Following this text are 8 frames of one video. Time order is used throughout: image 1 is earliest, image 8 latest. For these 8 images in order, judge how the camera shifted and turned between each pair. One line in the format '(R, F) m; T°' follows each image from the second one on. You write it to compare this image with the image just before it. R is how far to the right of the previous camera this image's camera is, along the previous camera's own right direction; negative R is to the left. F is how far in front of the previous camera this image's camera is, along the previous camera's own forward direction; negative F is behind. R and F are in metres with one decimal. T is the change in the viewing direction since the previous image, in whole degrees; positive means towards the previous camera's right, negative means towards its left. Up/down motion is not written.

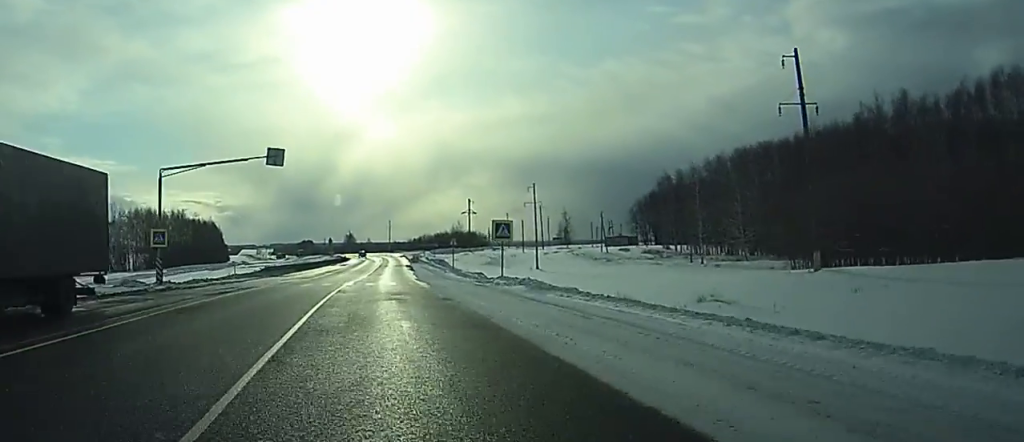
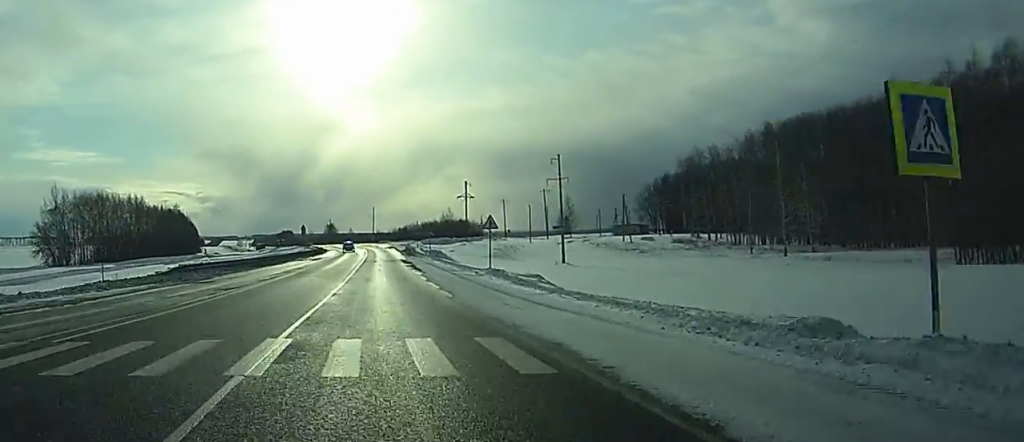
(+0.9, +31.7) m; +2°
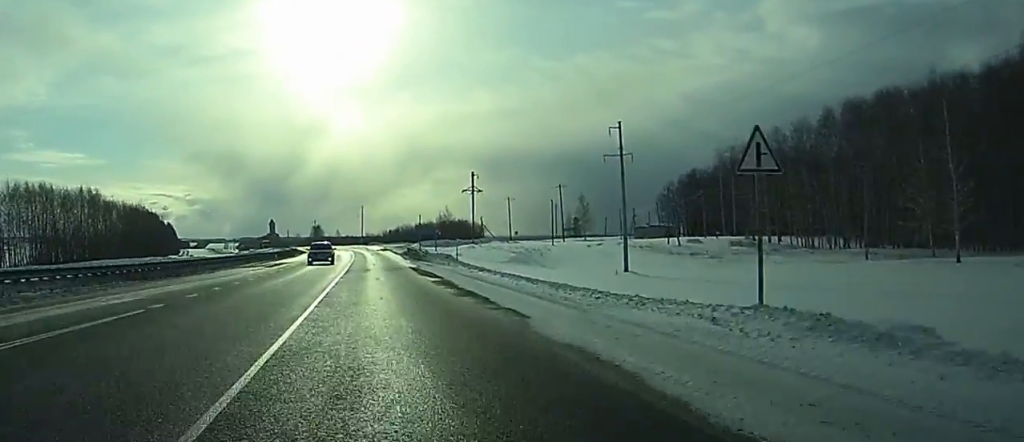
(+0.3, +32.9) m; +1°
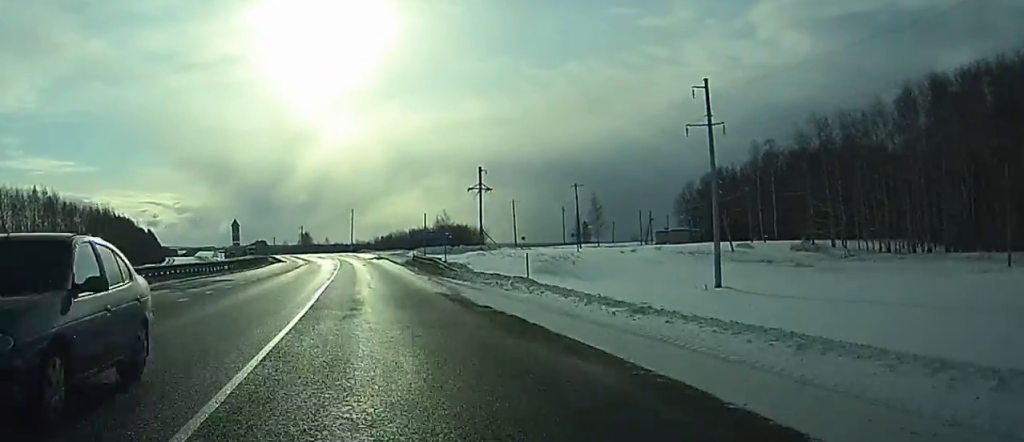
(+0.1, +24.3) m; 0°
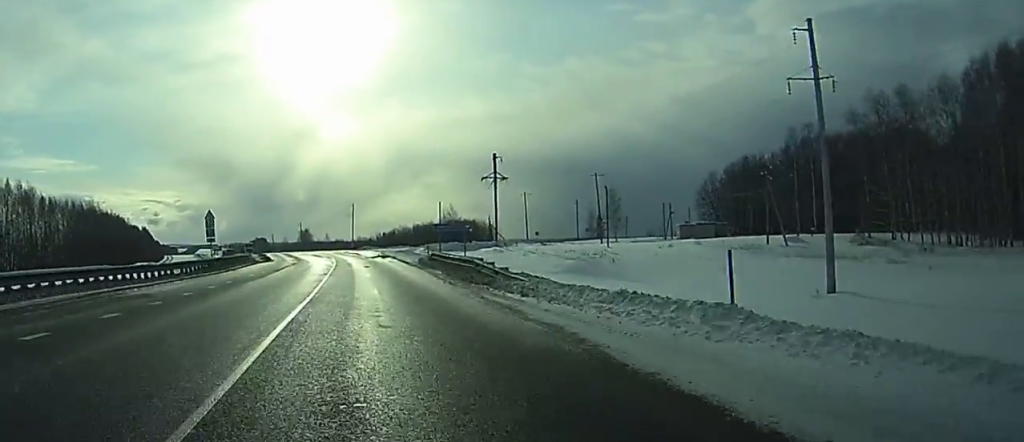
(0.0, +15.1) m; 0°
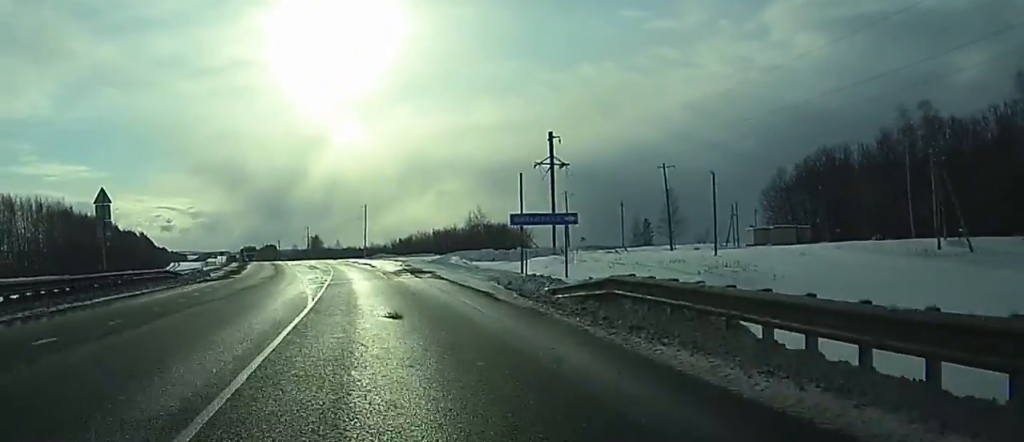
(0.0, +31.8) m; 0°
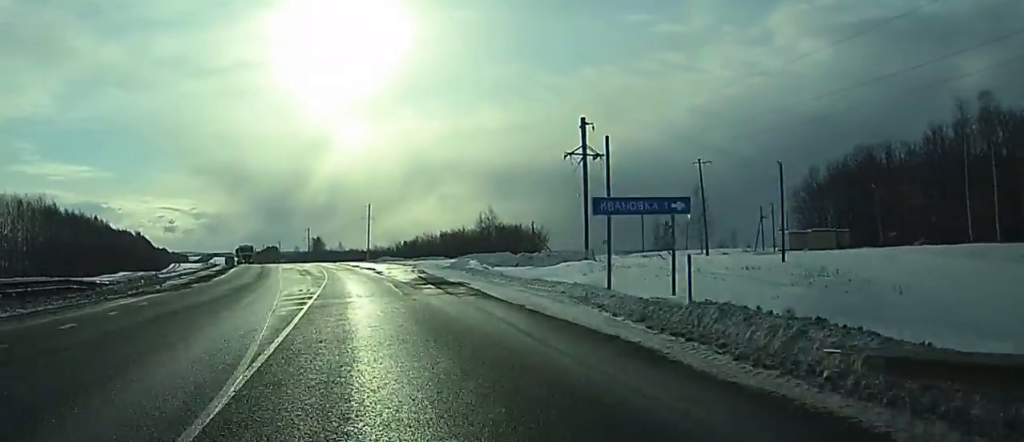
(0.0, +13.2) m; 0°
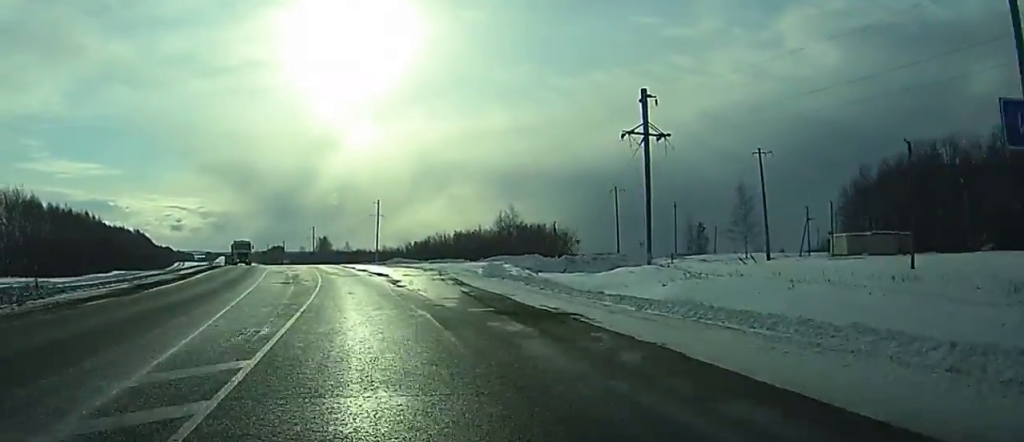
(-0.1, +16.6) m; -1°
